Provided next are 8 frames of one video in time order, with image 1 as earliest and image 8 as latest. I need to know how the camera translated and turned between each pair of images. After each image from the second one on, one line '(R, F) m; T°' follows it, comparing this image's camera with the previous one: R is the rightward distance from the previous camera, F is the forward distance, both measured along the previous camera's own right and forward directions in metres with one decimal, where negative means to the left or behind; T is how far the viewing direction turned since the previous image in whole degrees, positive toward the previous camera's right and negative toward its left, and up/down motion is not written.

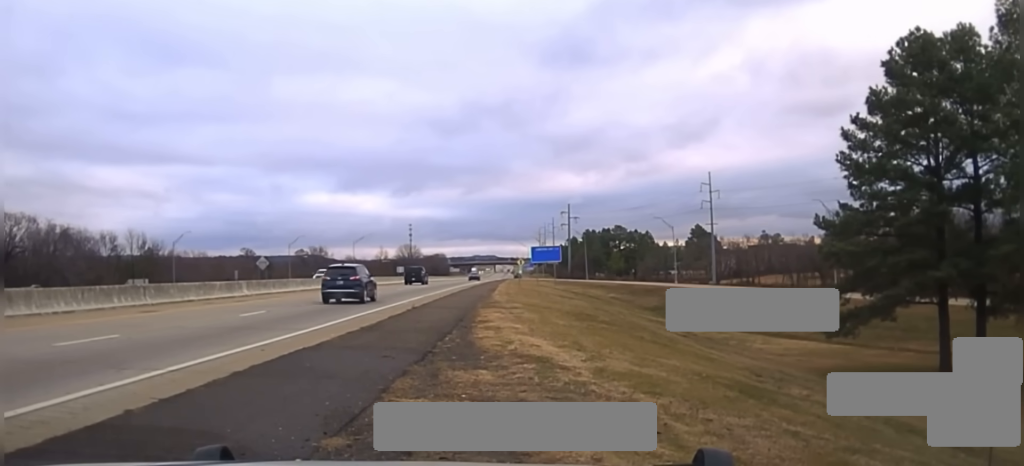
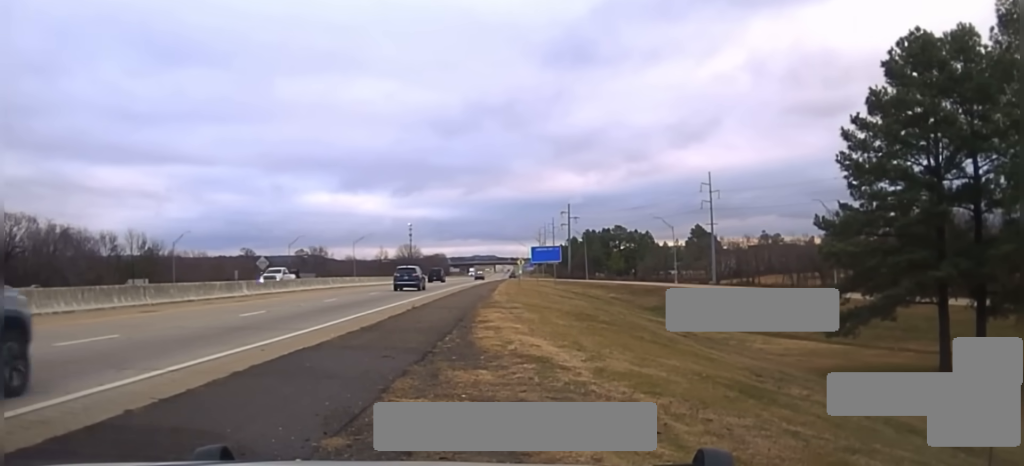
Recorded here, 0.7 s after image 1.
(0.0, 0.0) m; 0°
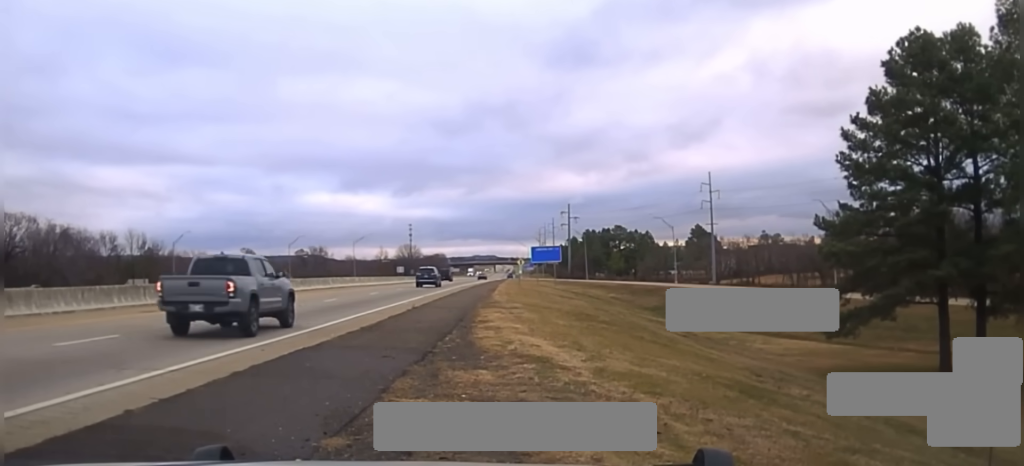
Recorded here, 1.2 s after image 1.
(0.0, 0.0) m; 0°
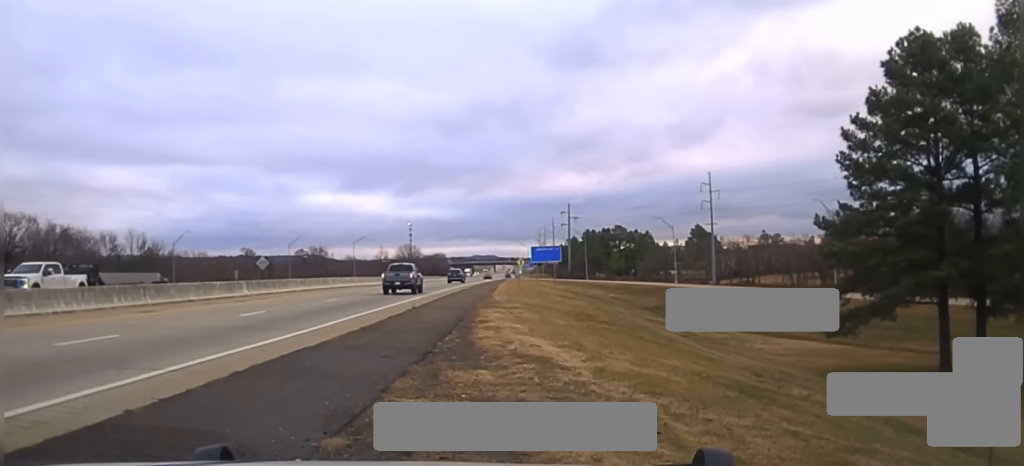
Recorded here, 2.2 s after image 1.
(0.0, +0.2) m; 0°
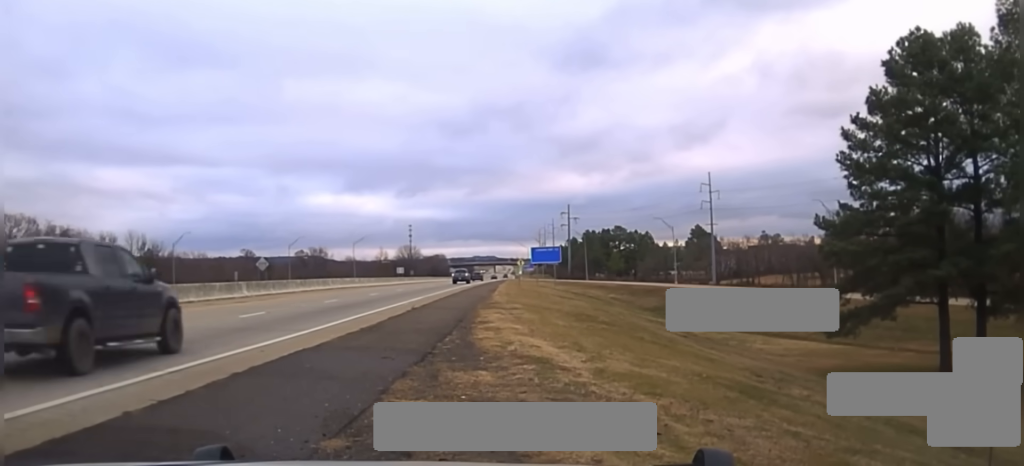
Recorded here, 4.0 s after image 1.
(+0.1, +0.4) m; 0°
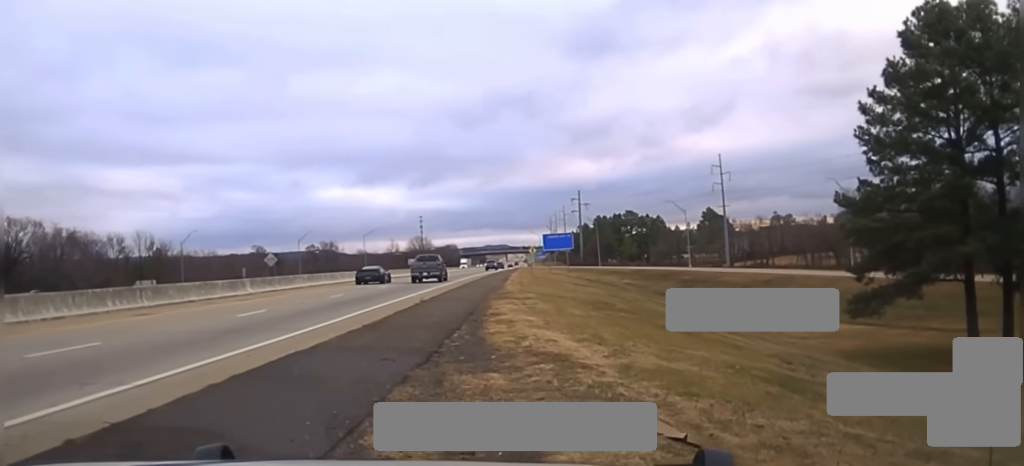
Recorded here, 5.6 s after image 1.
(+0.1, +0.6) m; 0°
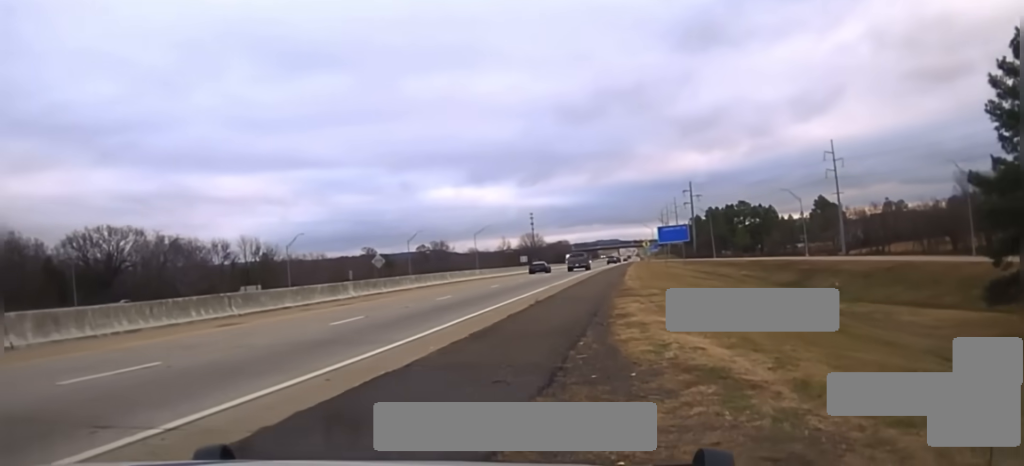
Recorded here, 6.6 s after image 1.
(+0.2, +1.5) m; 0°
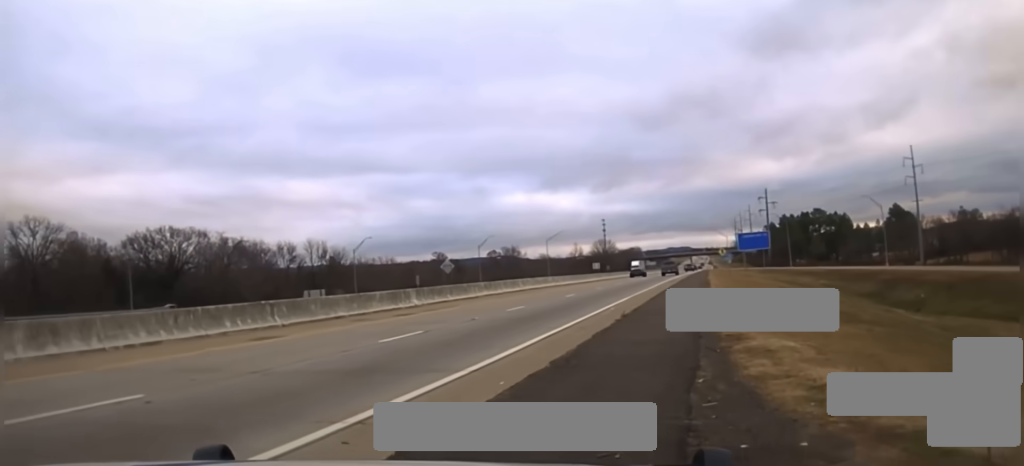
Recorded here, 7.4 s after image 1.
(0.0, +3.1) m; -1°
